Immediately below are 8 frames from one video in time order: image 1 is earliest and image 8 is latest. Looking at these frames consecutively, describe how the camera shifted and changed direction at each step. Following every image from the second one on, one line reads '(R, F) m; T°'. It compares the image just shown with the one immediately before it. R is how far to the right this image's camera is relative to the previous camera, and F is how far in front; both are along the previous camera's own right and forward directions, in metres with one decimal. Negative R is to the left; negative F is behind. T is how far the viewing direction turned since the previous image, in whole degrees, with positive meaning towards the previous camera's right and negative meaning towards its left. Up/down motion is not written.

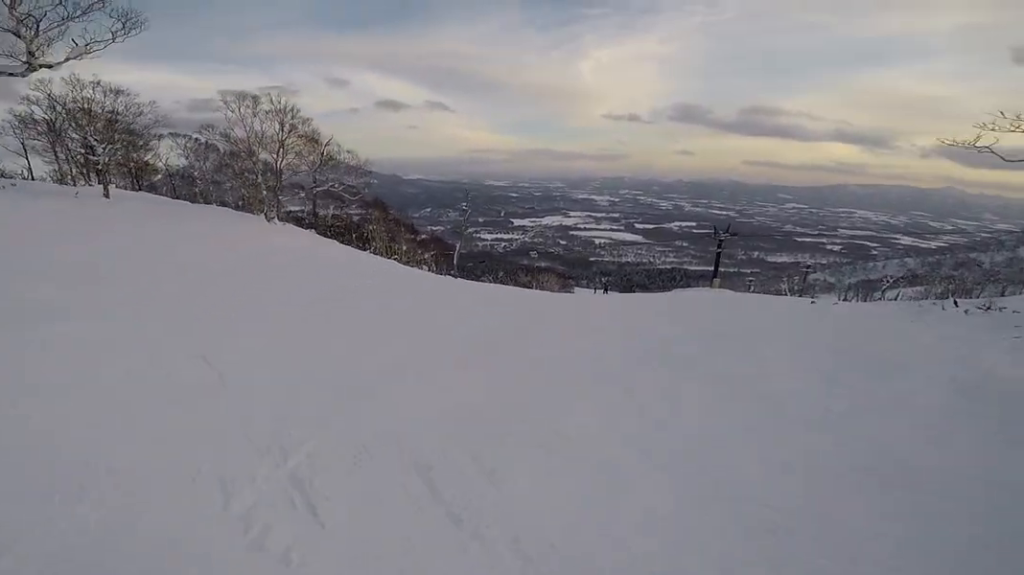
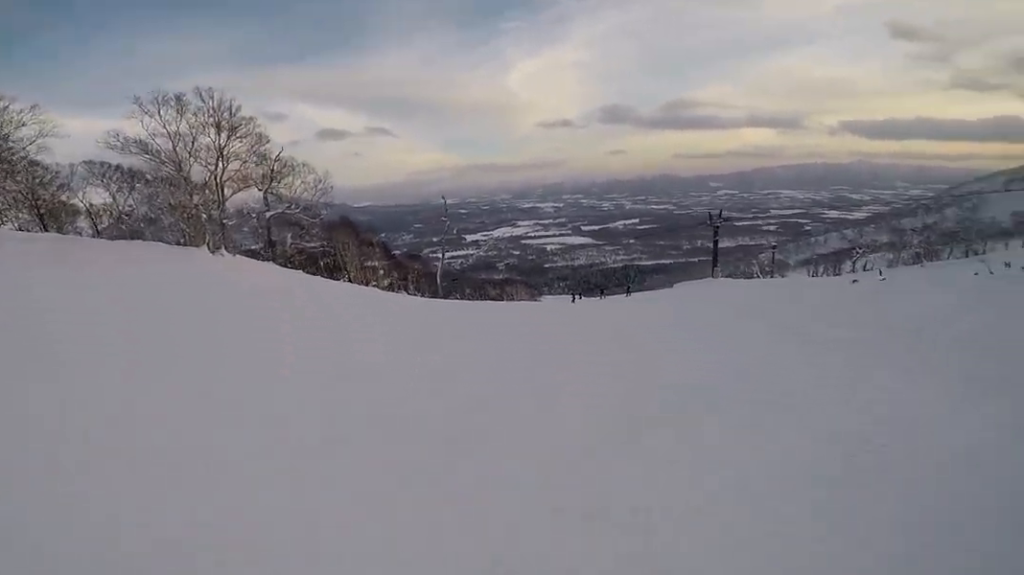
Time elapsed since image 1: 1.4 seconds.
(-2.1, +7.7) m; -7°
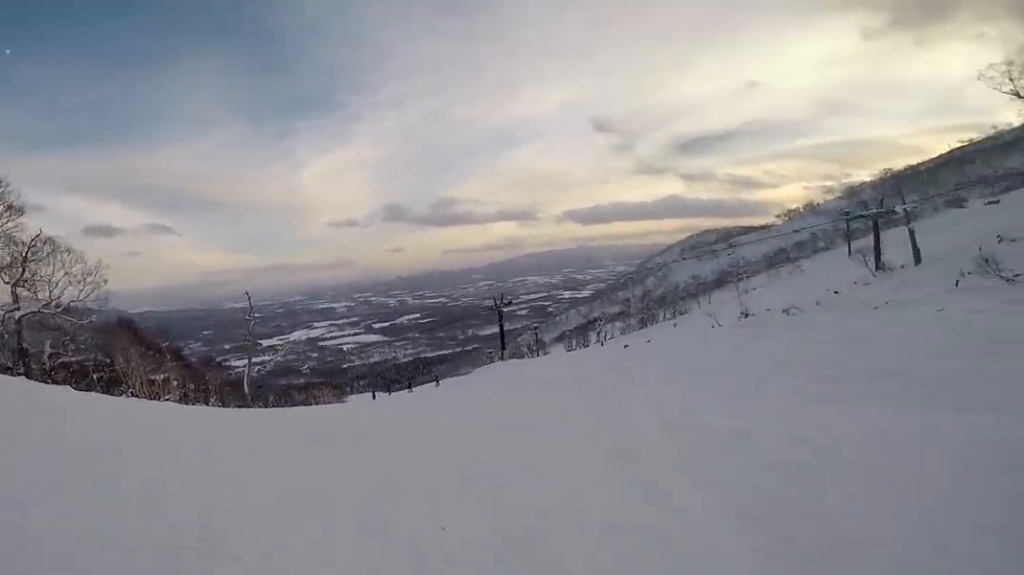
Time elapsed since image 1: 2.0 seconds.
(-0.2, +3.5) m; +11°
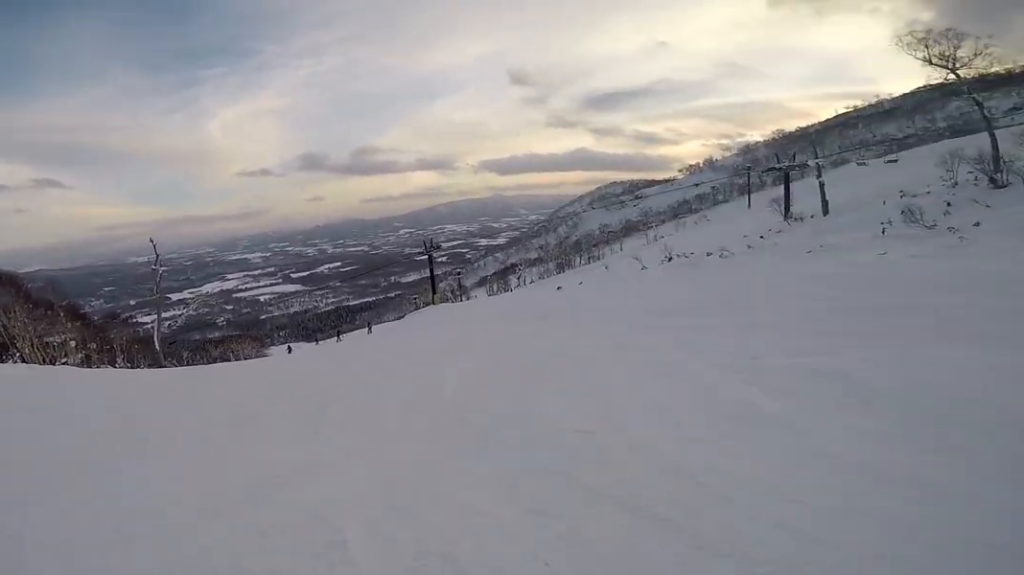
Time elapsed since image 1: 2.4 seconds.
(+0.6, +2.5) m; +11°
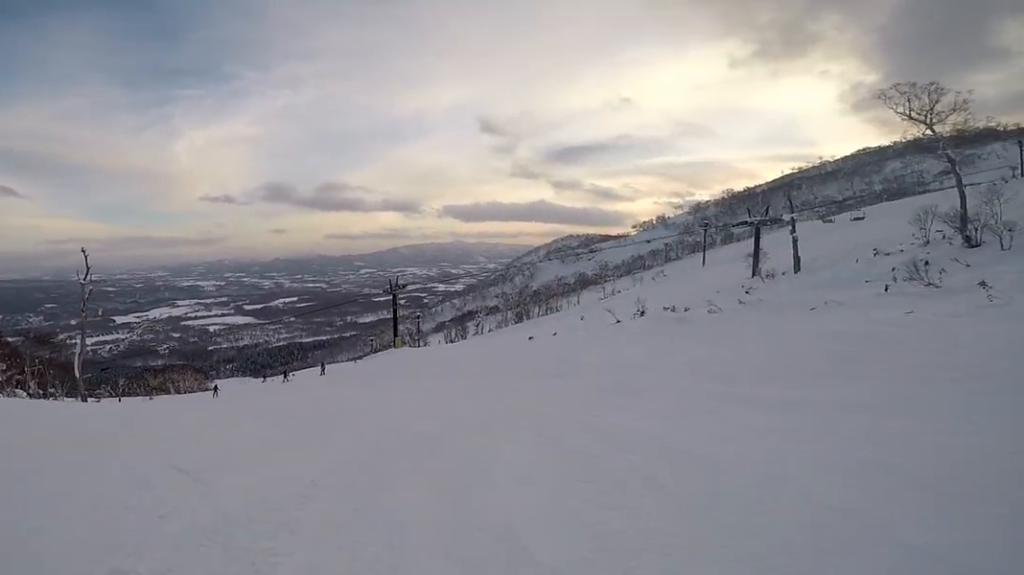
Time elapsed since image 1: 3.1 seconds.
(+0.6, +4.0) m; +15°
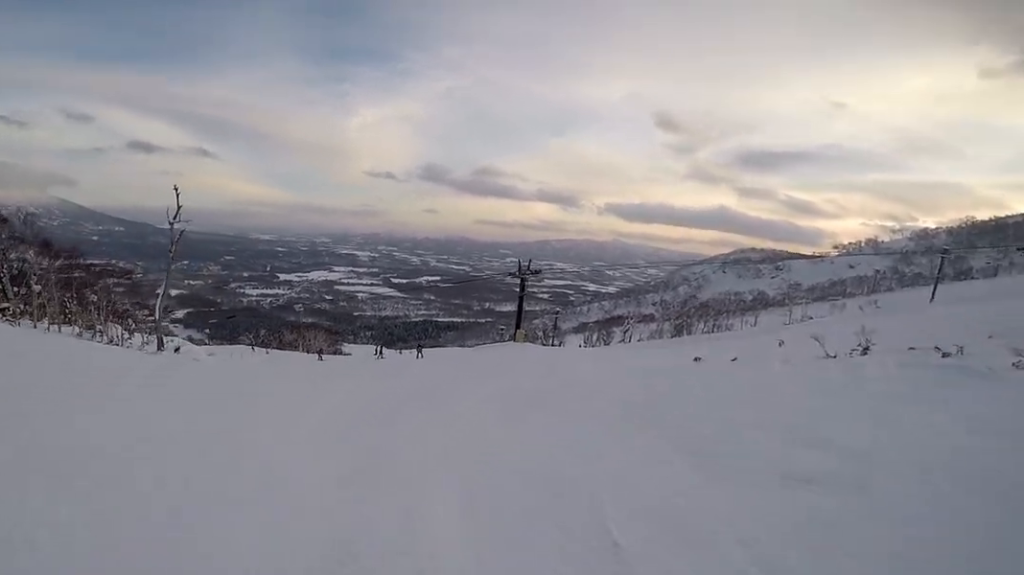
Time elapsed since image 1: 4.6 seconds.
(+1.2, +8.3) m; -1°
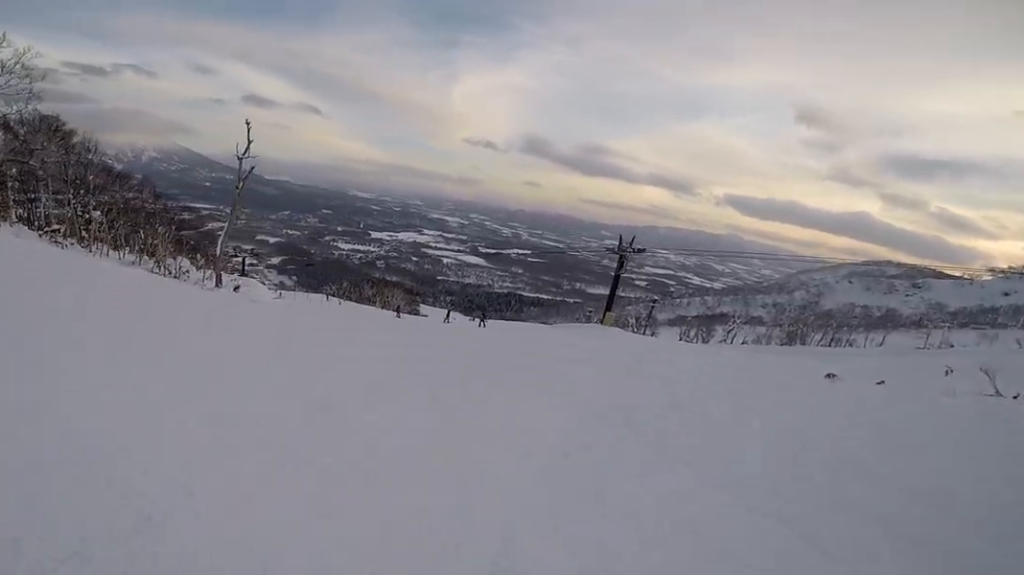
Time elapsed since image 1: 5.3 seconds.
(-0.3, +3.4) m; -14°
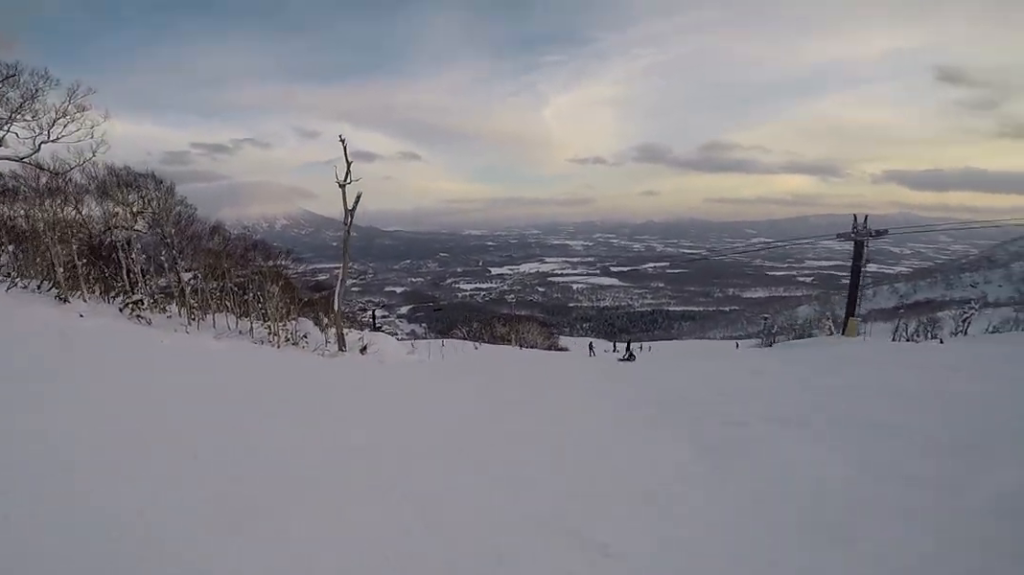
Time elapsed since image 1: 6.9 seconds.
(-2.9, +7.4) m; -31°
